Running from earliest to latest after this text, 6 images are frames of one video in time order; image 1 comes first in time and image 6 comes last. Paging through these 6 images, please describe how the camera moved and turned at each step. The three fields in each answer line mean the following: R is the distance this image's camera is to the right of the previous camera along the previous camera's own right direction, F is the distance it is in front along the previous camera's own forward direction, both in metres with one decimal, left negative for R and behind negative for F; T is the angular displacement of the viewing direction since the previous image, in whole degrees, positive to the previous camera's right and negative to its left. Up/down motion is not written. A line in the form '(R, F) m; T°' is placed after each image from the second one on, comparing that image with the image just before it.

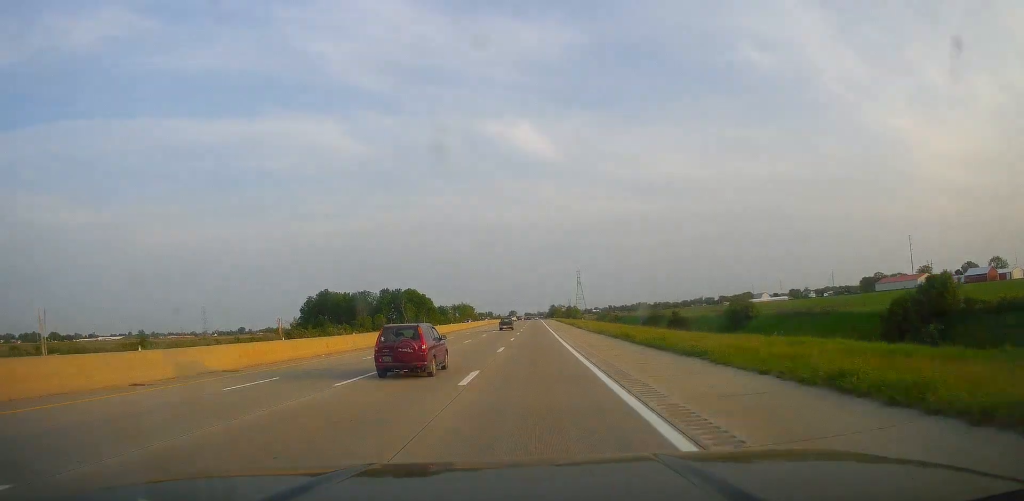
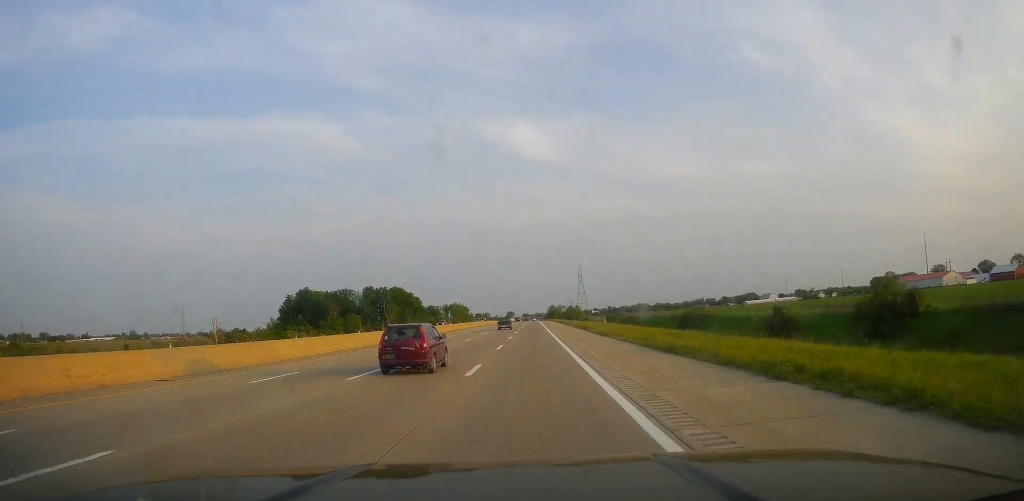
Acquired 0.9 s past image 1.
(-0.5, +28.5) m; 0°
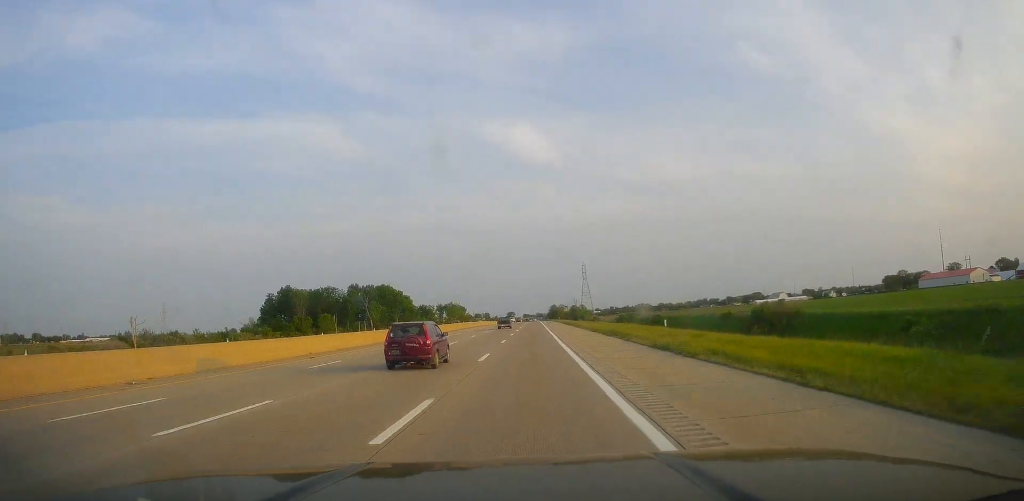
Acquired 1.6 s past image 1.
(+0.6, +25.3) m; +1°
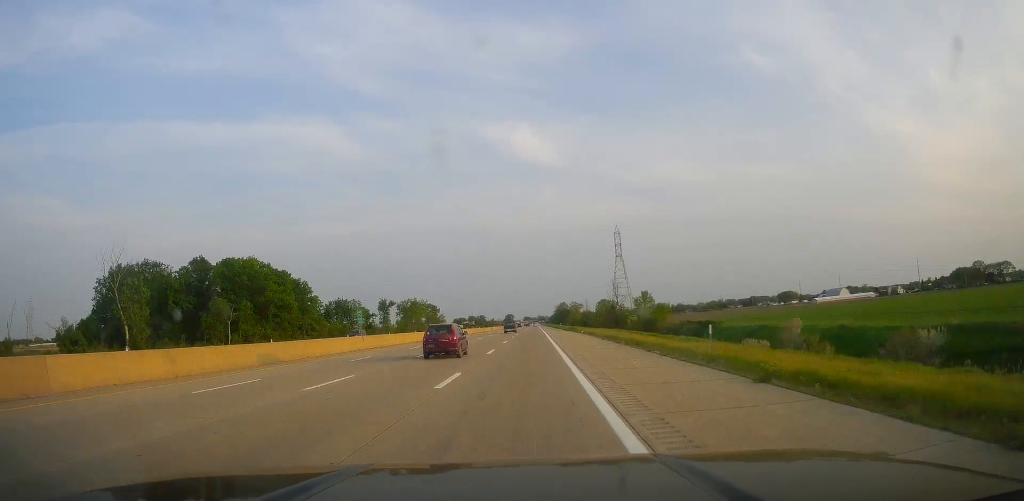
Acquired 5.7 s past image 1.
(+0.3, +132.0) m; -1°
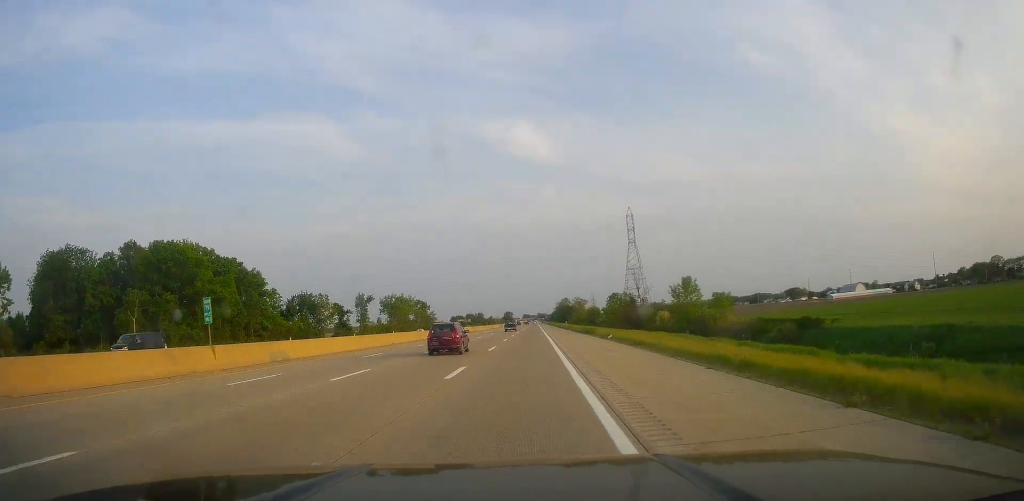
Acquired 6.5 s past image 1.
(-0.3, +28.2) m; 0°
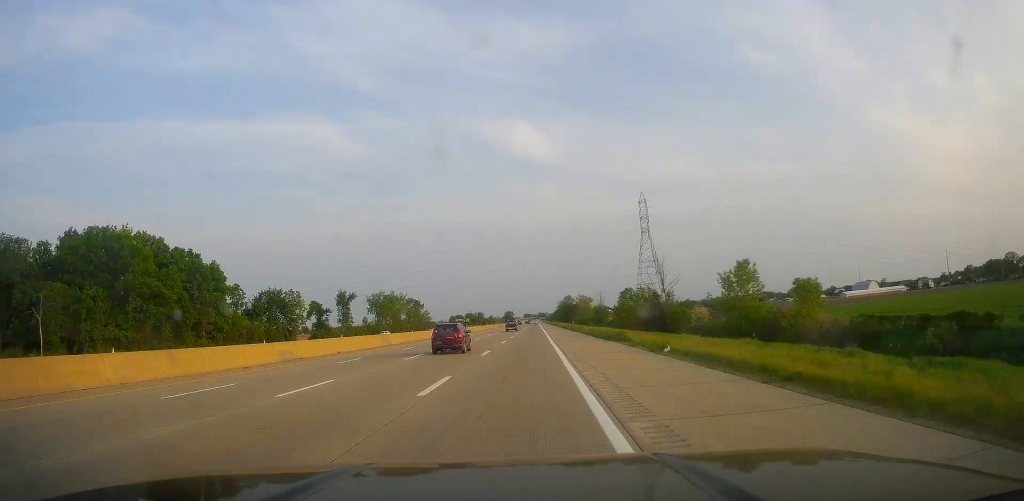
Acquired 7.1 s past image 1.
(+0.2, +19.5) m; 0°
